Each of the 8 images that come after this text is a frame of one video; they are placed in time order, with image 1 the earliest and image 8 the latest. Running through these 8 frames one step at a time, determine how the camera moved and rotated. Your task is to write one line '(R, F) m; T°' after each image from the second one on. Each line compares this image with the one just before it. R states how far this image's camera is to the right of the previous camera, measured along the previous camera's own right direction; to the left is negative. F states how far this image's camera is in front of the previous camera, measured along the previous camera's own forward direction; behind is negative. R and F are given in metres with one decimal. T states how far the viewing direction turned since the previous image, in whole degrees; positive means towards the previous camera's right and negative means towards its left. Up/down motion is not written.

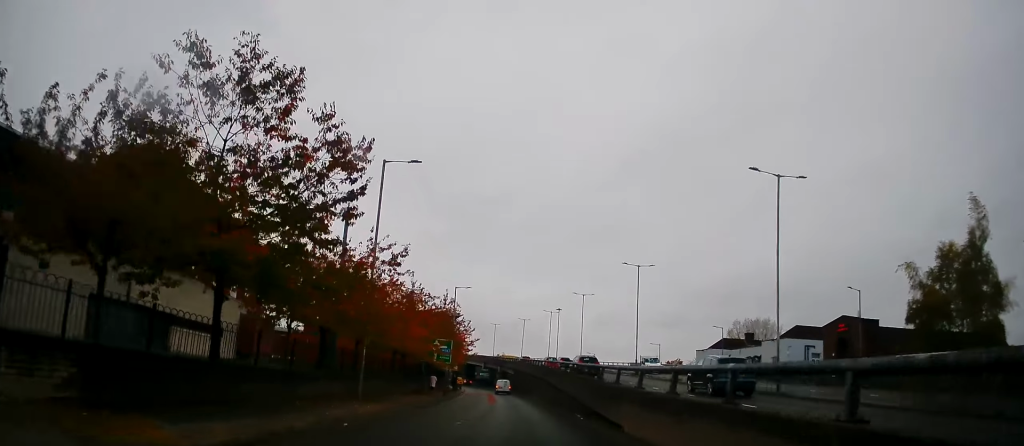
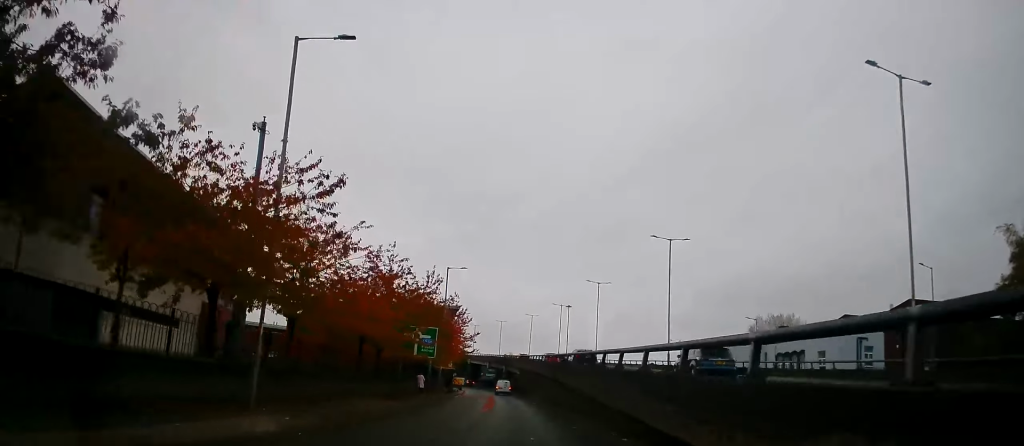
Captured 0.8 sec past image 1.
(+0.1, +9.9) m; 0°
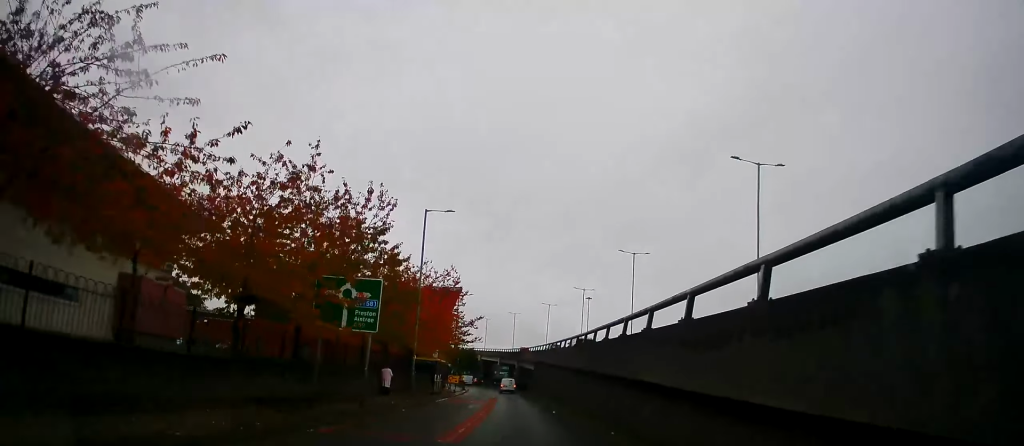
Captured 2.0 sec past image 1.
(+0.1, +15.1) m; -2°
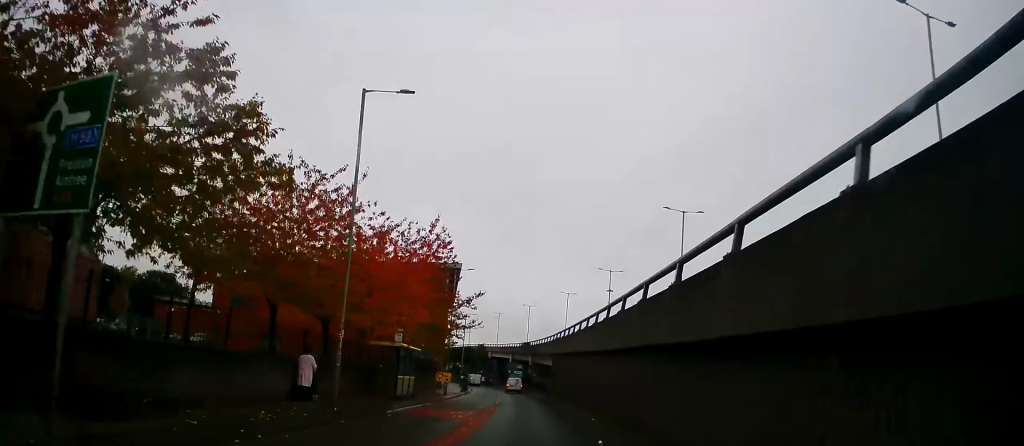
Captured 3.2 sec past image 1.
(-0.5, +12.9) m; -2°
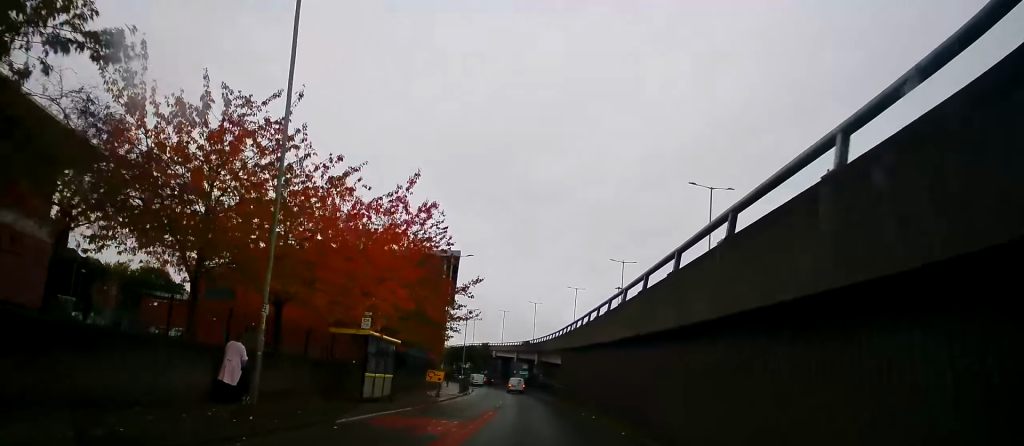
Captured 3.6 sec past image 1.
(+0.1, +5.2) m; +1°
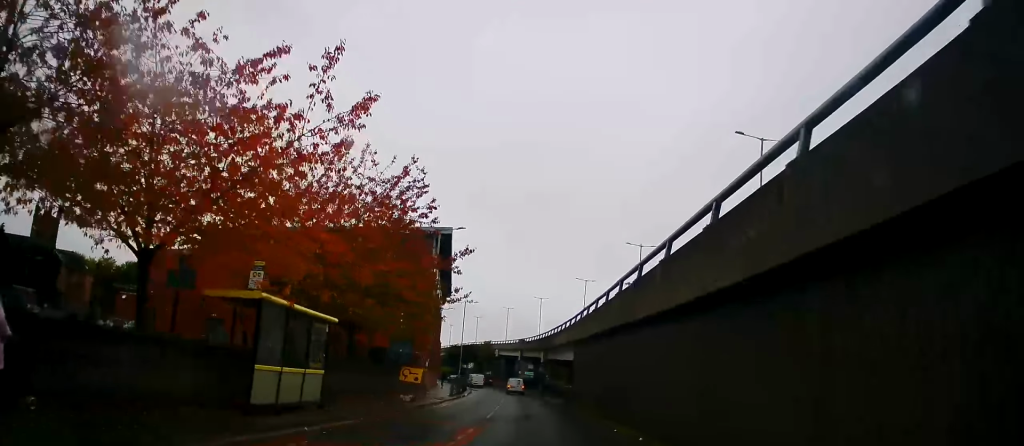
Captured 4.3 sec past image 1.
(+0.1, +8.0) m; 0°
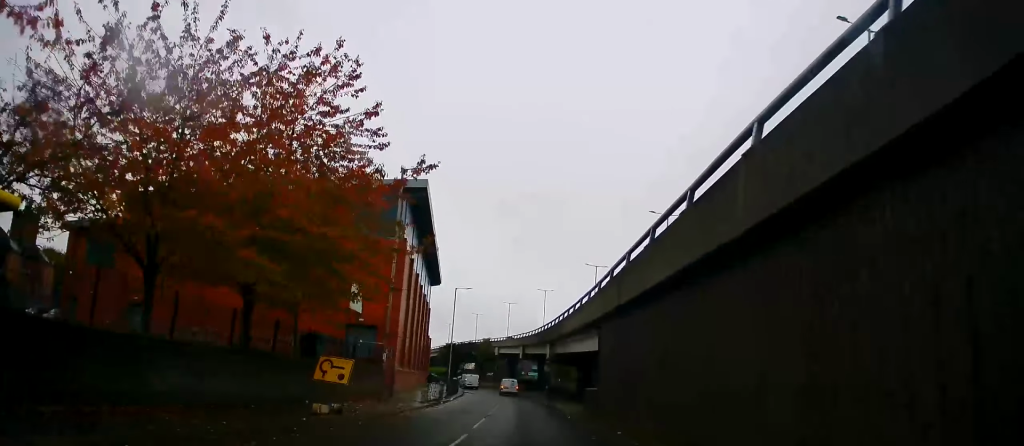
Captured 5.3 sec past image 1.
(0.0, +11.8) m; -1°
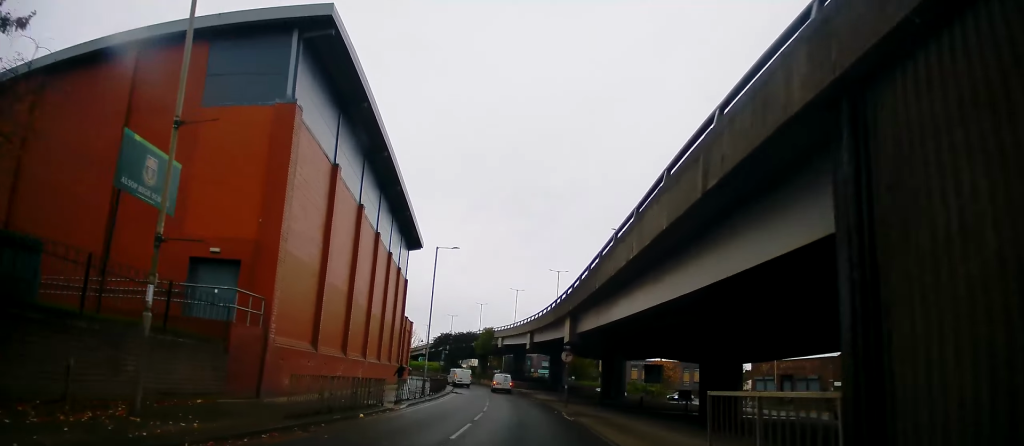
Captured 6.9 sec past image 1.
(-0.5, +16.8) m; -2°
